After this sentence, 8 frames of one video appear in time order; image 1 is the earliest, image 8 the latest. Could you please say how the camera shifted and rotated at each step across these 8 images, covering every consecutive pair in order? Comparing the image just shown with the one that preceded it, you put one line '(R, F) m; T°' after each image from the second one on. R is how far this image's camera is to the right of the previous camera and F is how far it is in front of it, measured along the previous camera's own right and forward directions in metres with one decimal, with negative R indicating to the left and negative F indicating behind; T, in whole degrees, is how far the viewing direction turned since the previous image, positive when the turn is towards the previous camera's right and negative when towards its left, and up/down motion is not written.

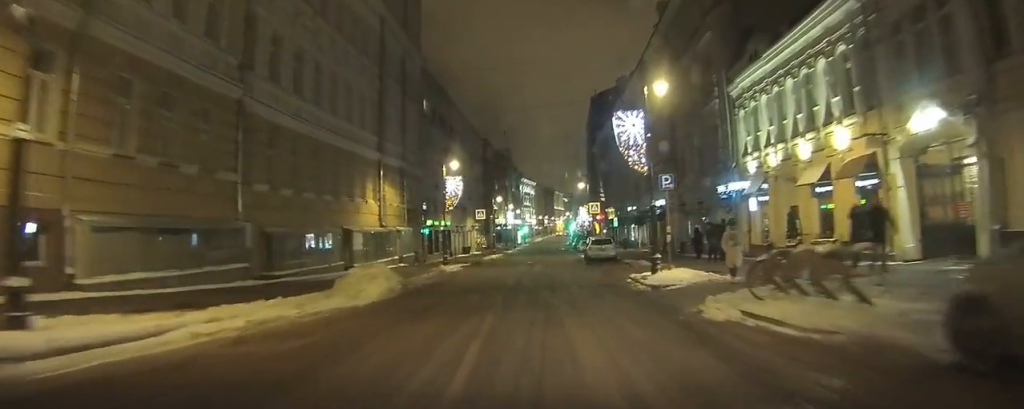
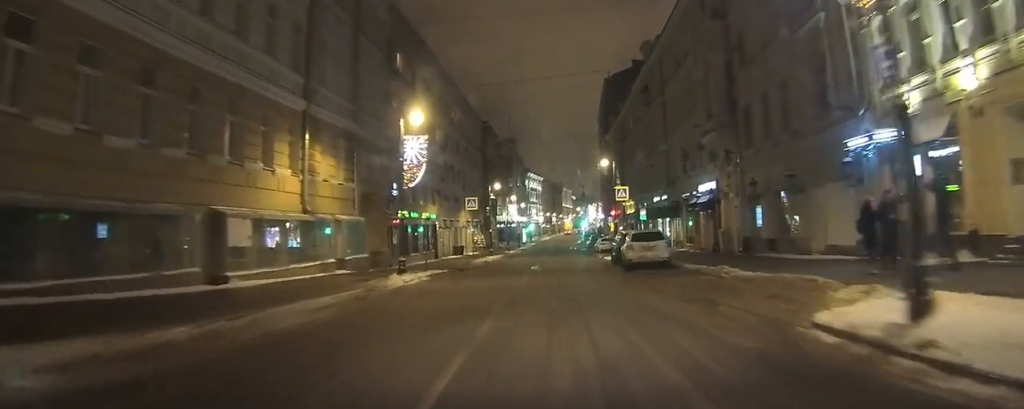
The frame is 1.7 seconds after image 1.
(+0.3, +13.4) m; +3°
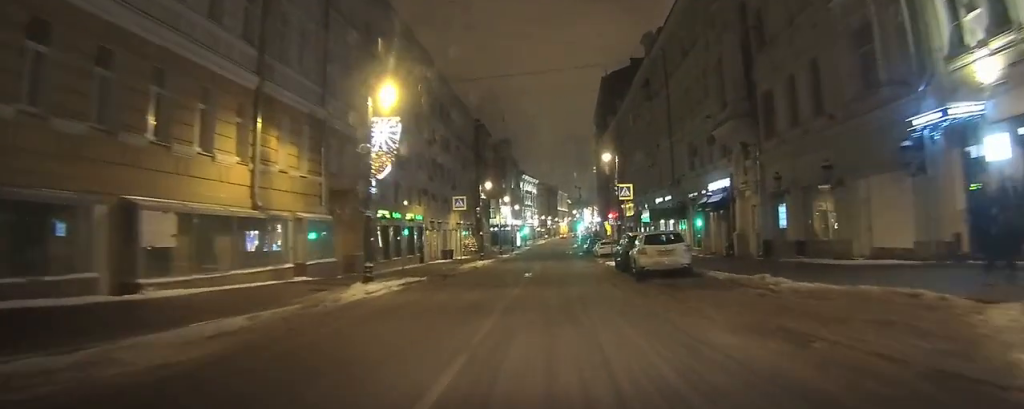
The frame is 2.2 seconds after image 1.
(0.0, +4.0) m; +1°
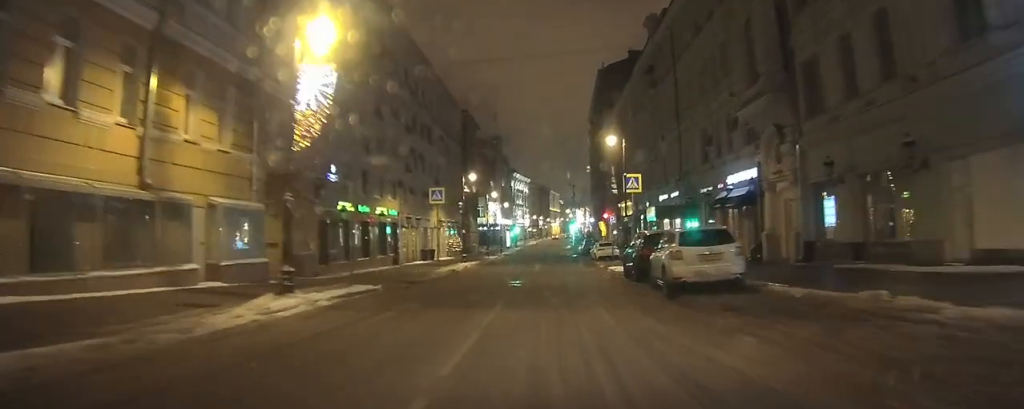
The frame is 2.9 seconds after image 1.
(+0.1, +5.9) m; -1°
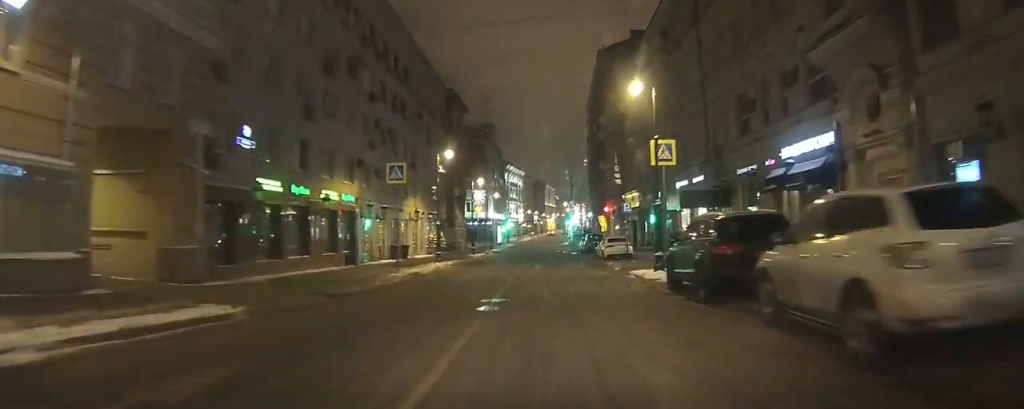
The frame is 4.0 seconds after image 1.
(-0.2, +8.9) m; -1°
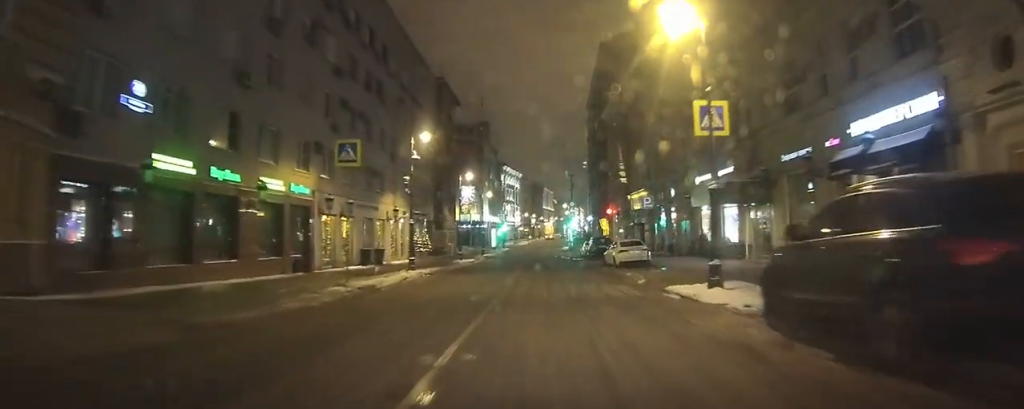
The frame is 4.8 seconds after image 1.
(0.0, +6.5) m; 0°
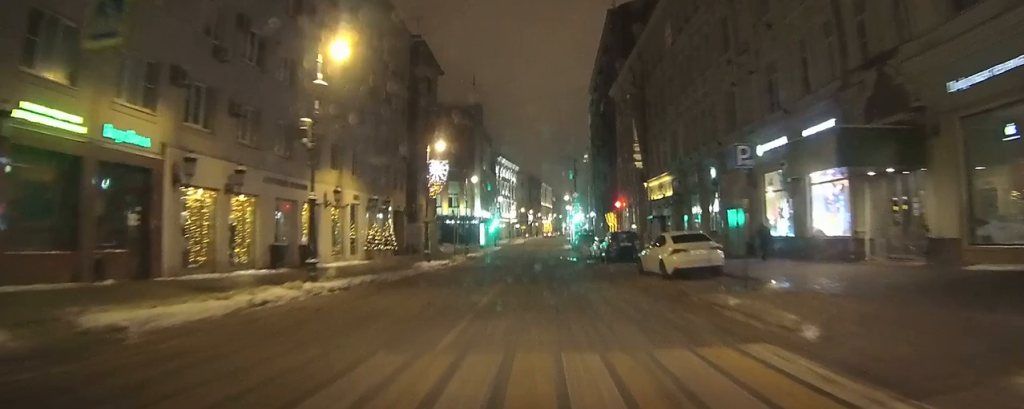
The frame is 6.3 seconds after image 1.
(0.0, +11.9) m; -1°
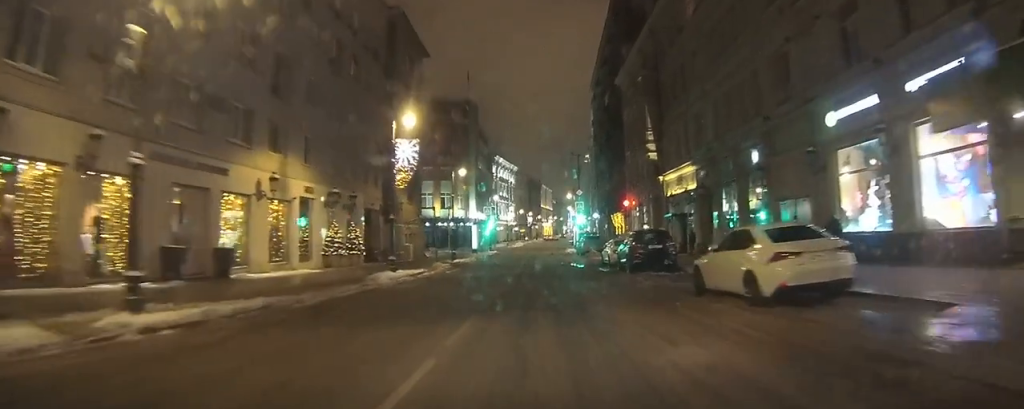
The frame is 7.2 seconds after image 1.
(-0.1, +7.4) m; 0°
